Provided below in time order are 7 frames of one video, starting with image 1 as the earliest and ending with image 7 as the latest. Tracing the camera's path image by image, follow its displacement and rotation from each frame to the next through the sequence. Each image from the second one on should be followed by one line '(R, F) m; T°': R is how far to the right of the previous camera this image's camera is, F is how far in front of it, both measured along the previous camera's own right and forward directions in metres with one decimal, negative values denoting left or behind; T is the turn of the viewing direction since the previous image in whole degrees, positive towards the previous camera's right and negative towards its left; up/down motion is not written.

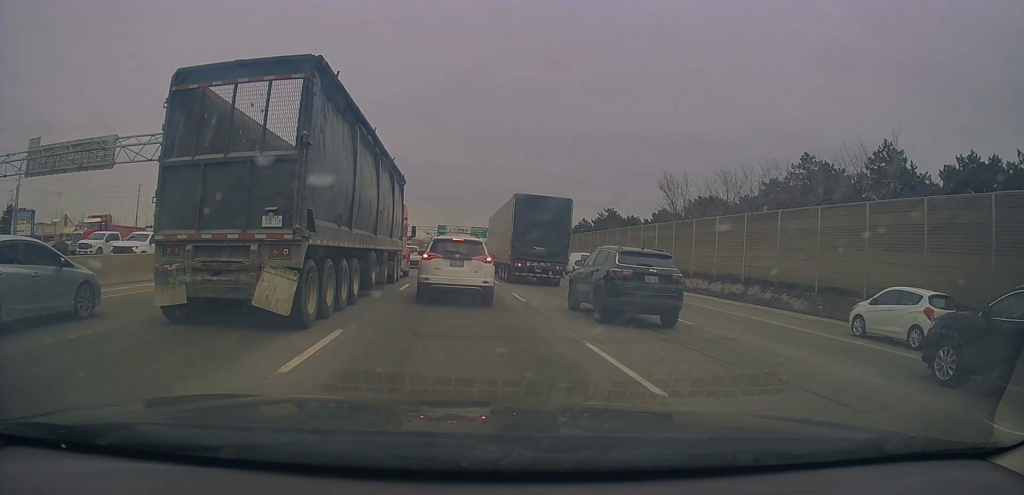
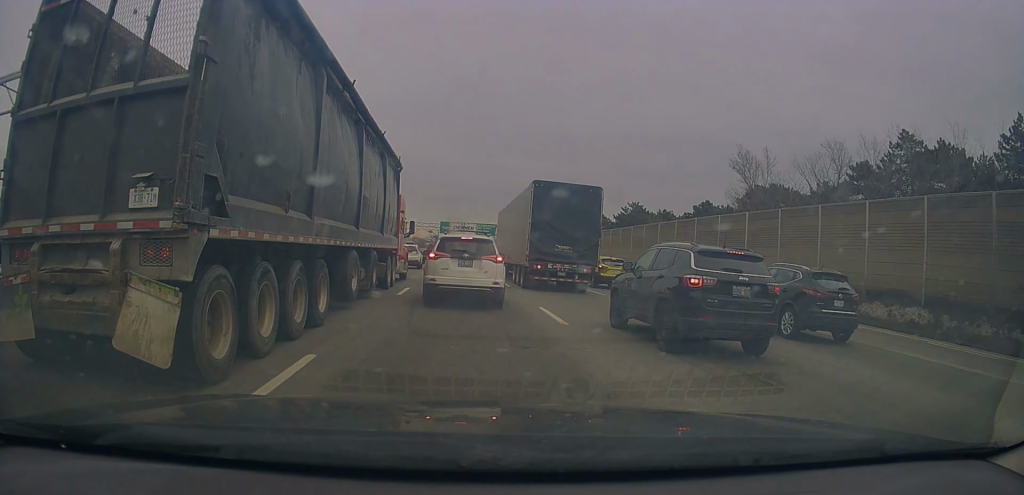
(+0.4, +15.1) m; +1°
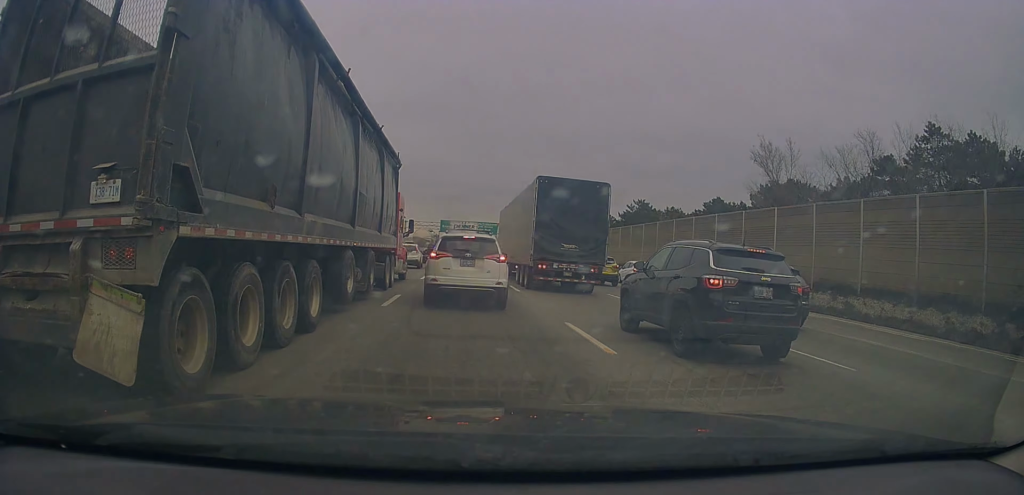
(-0.2, +3.7) m; +1°
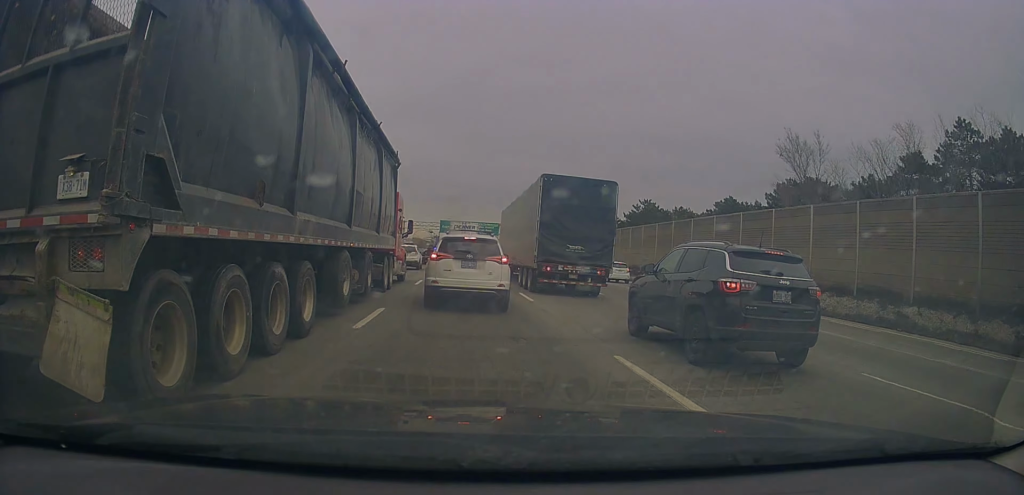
(-0.2, +4.1) m; +1°
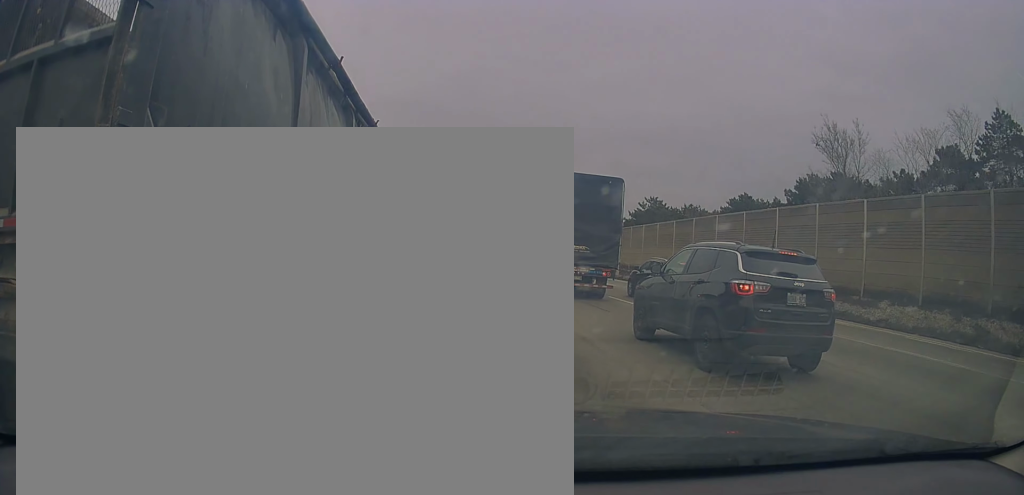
(+0.5, +5.9) m; +2°
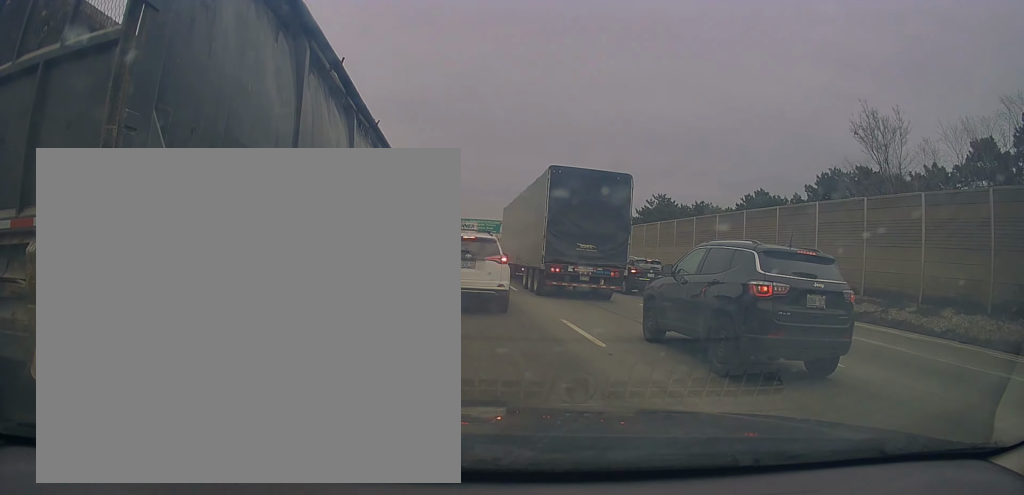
(0.0, +4.7) m; -1°
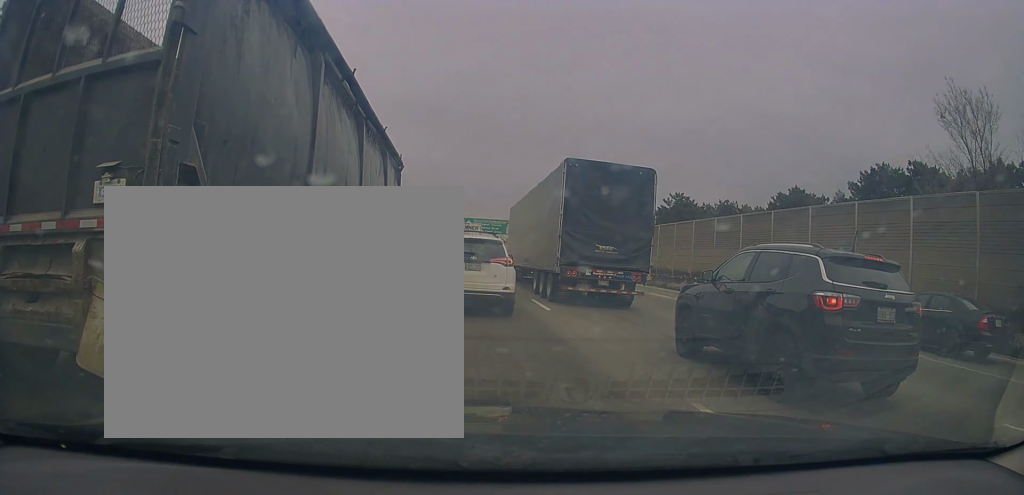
(-0.2, +7.7) m; -1°
